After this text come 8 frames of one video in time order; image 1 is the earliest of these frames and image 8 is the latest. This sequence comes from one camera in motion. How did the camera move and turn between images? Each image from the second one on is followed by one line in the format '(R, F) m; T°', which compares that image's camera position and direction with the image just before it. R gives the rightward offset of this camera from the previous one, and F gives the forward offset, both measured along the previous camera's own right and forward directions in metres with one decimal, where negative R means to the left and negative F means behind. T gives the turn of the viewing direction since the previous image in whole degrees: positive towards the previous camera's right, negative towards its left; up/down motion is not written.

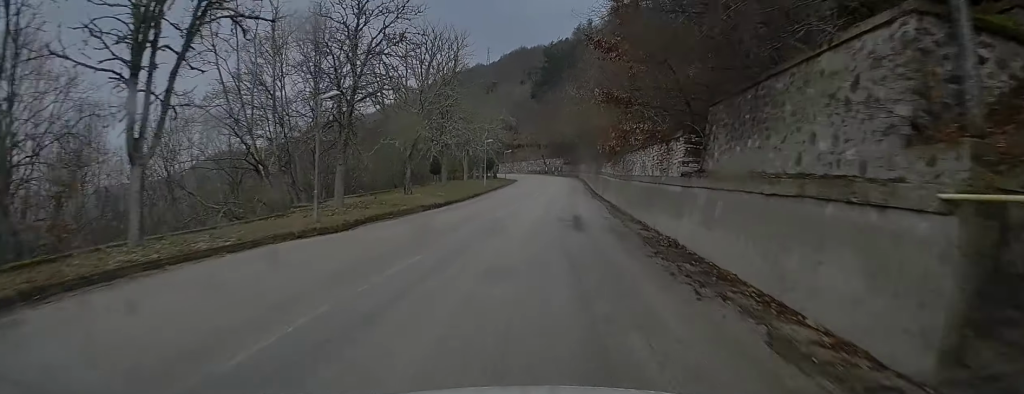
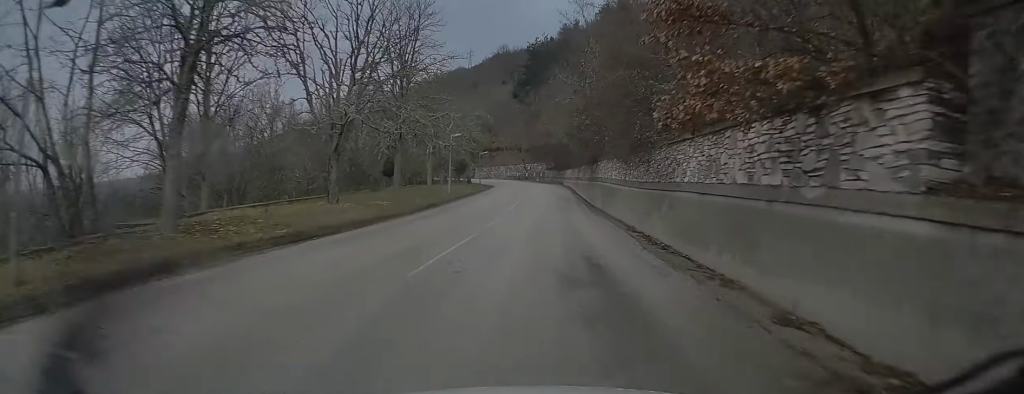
(+0.4, +10.3) m; +2°
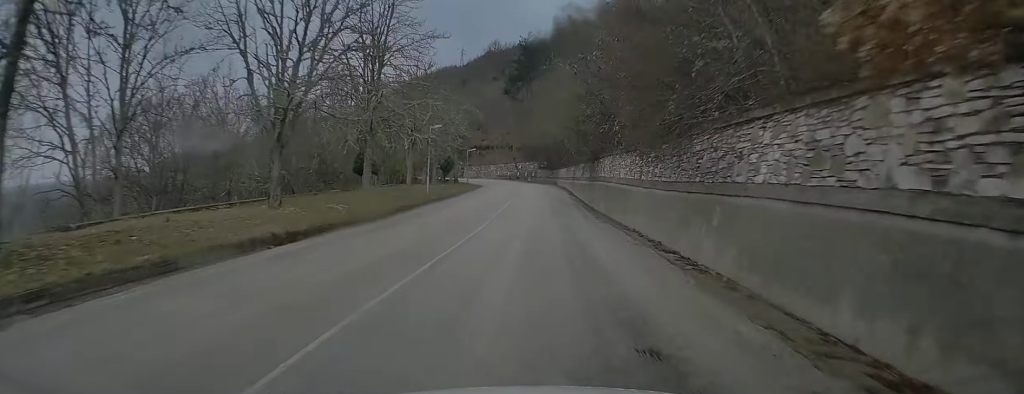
(0.0, +5.2) m; +1°
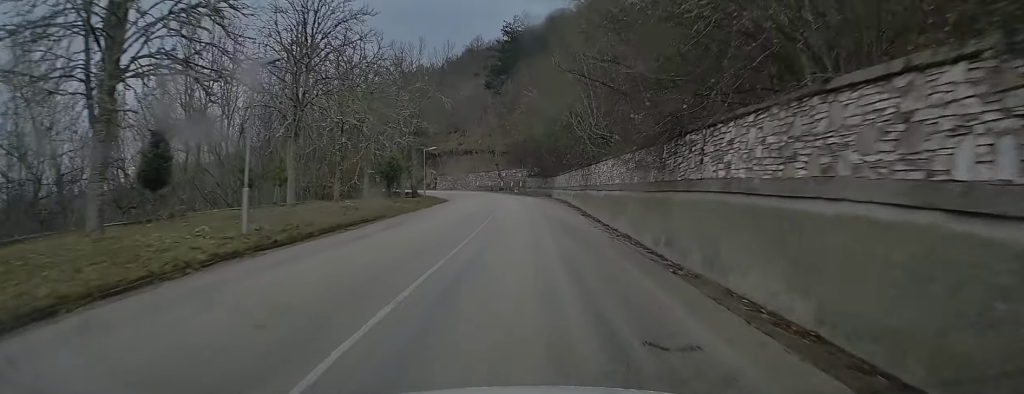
(+0.5, +20.6) m; +1°
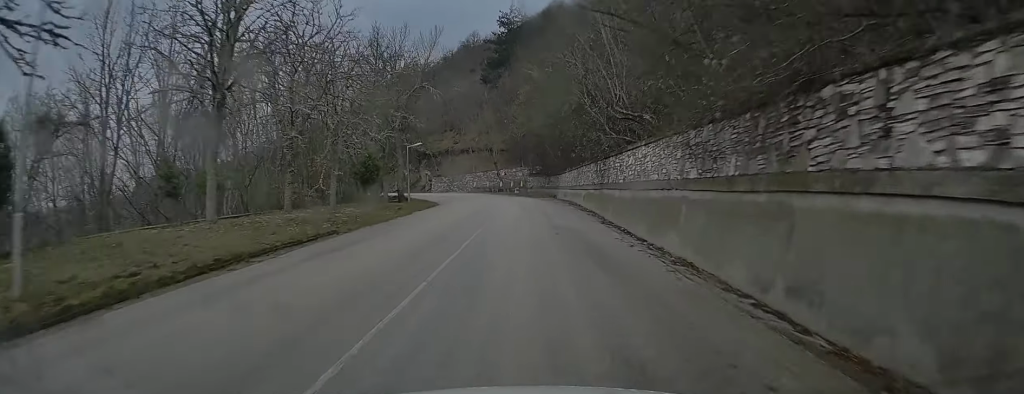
(-0.2, +6.6) m; 0°
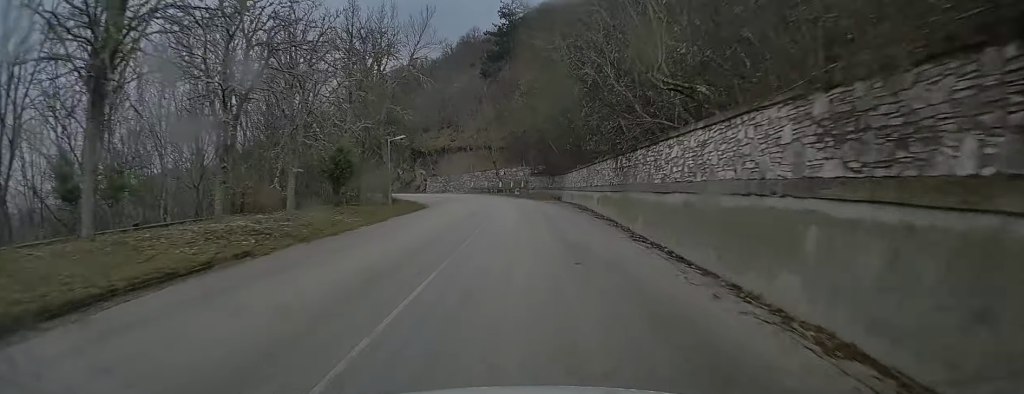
(-0.1, +5.8) m; 0°
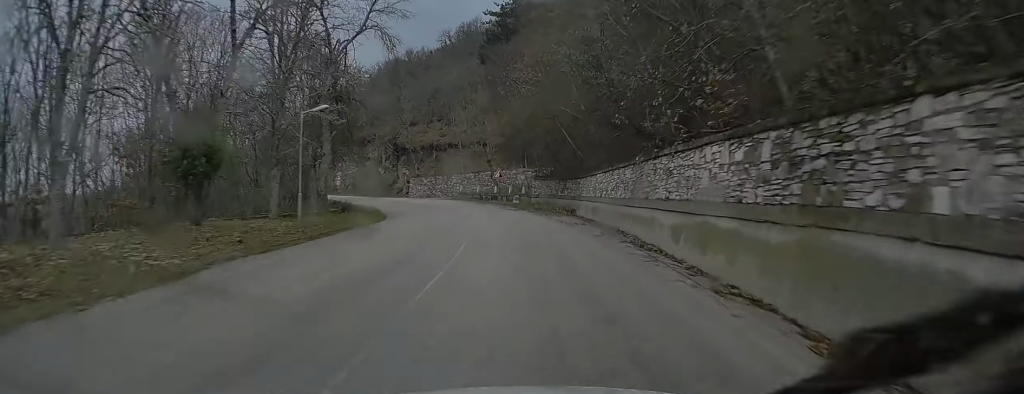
(+0.2, +13.5) m; 0°
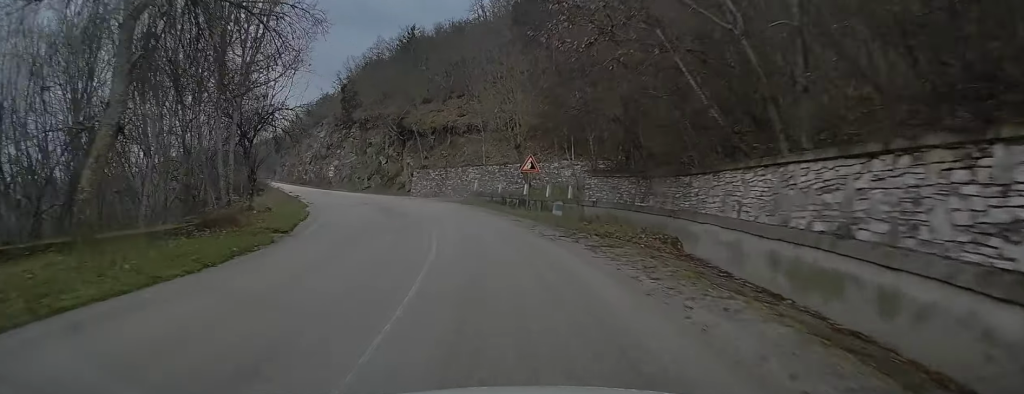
(-0.3, +19.0) m; -3°
